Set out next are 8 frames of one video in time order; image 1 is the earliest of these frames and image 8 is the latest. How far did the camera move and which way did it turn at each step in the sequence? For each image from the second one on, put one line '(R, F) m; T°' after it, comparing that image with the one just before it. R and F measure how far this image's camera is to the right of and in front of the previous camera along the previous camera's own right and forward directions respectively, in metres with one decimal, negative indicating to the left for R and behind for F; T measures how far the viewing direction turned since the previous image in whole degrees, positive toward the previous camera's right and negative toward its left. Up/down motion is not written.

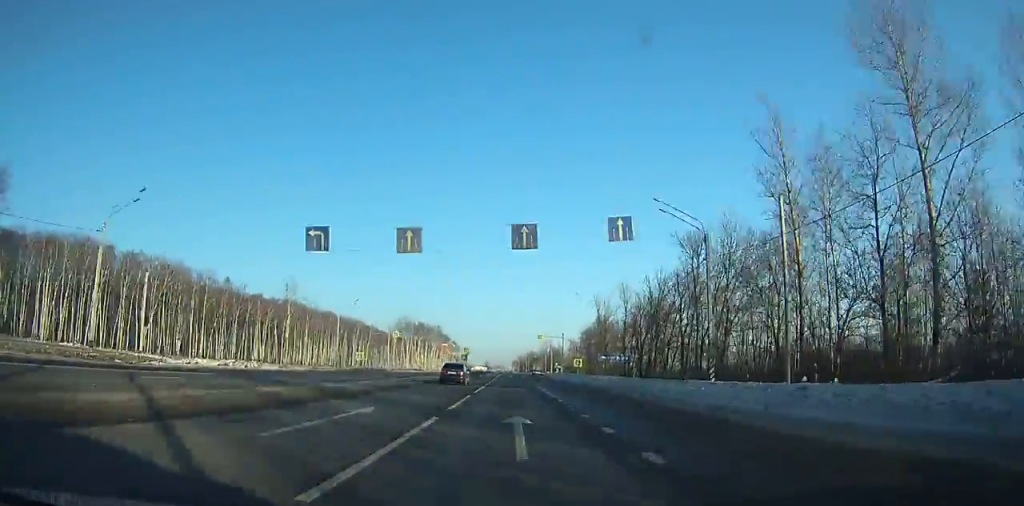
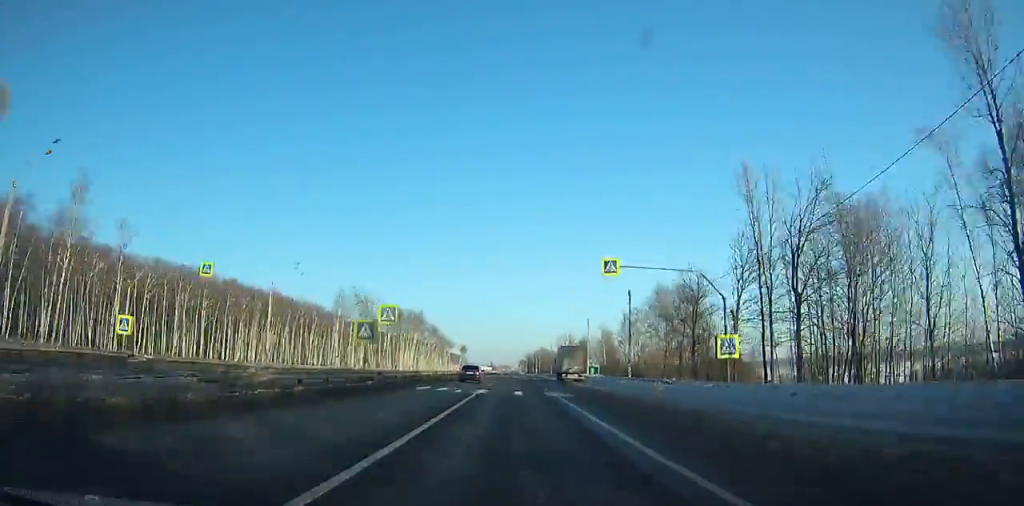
(-0.5, +68.6) m; 0°
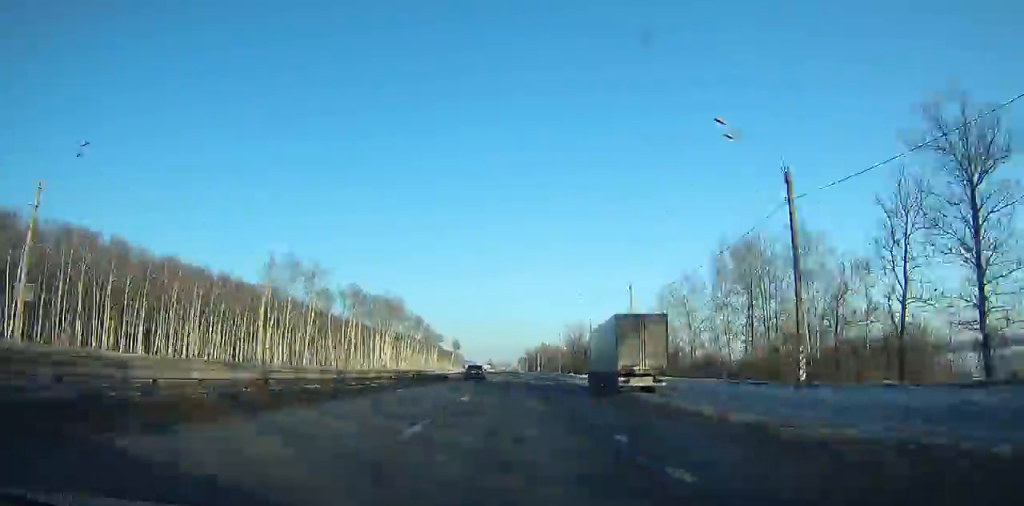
(+0.2, +34.0) m; 0°
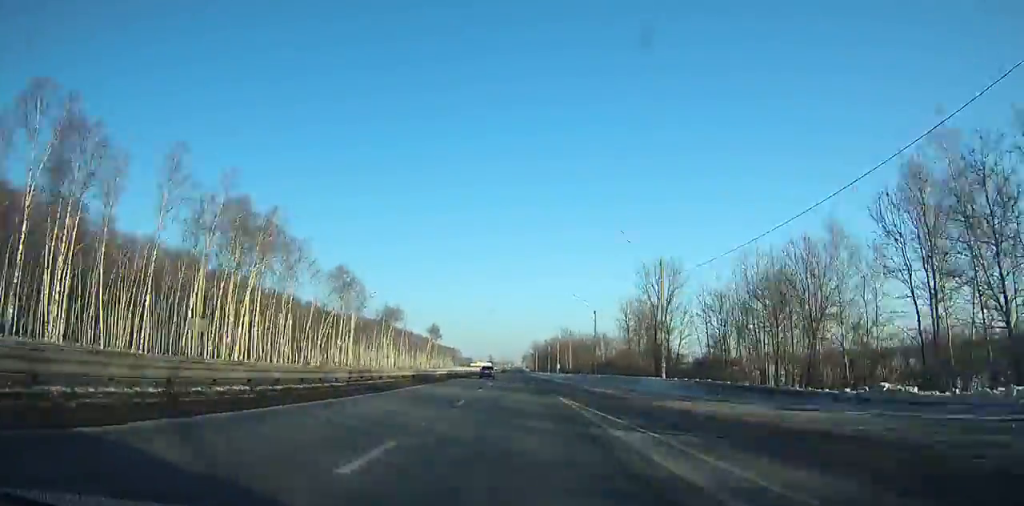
(+0.2, +87.3) m; 0°
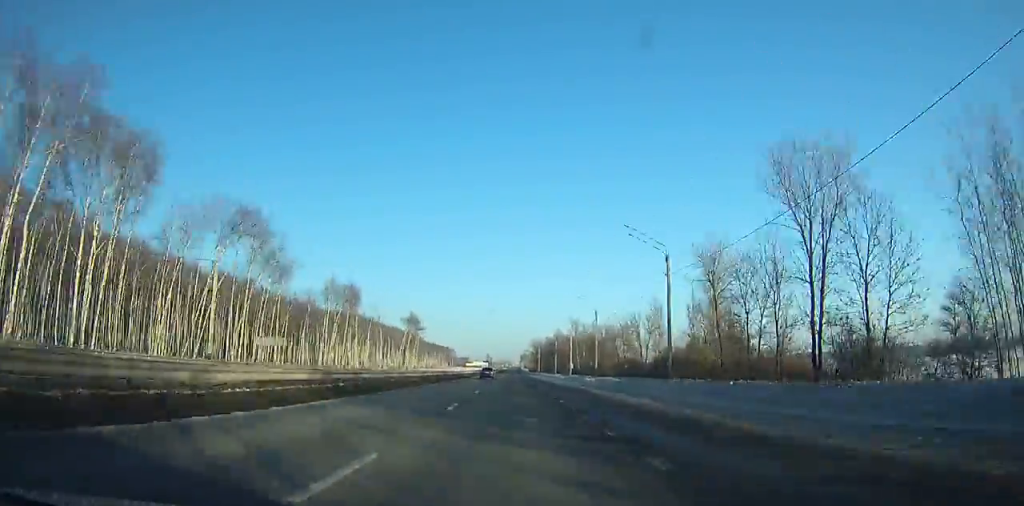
(0.0, +35.0) m; 0°
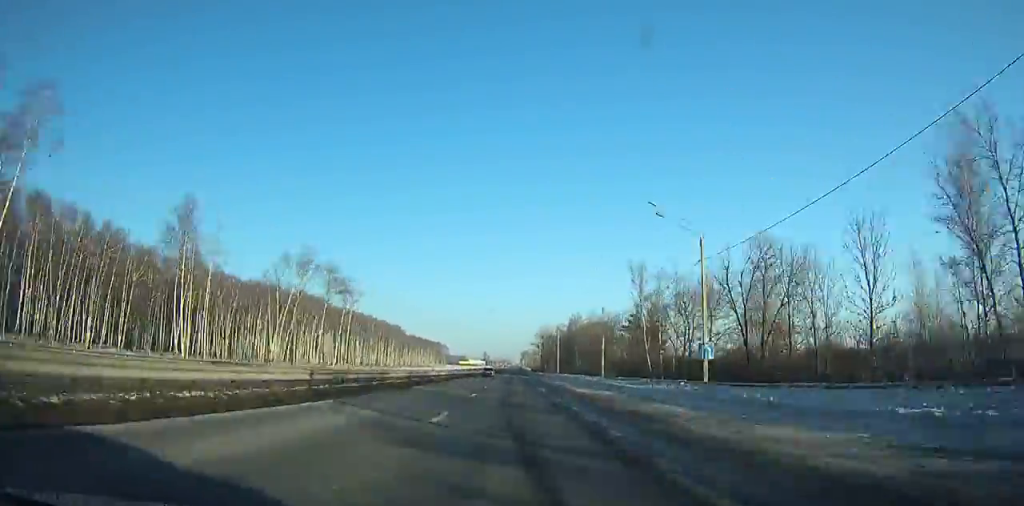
(-0.1, +71.2) m; 0°
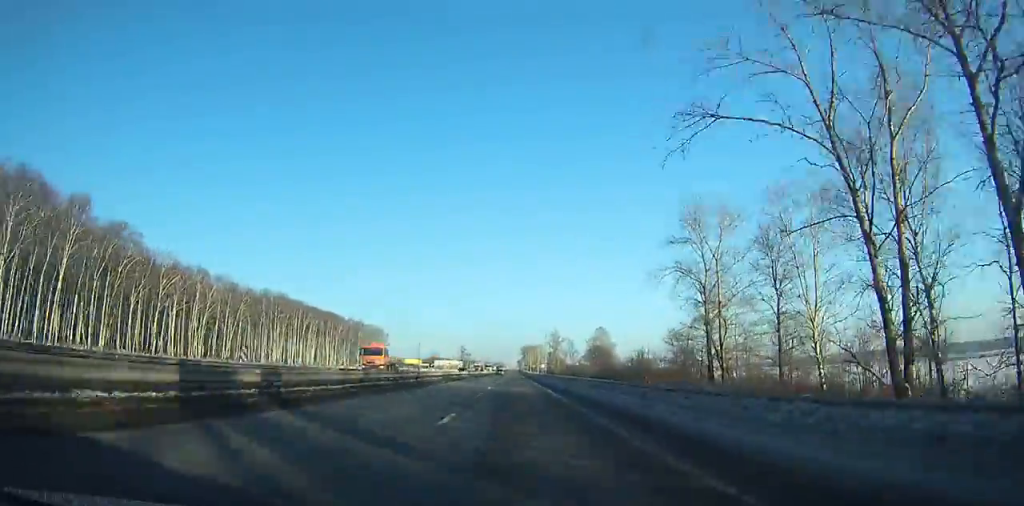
(+0.9, +253.6) m; 0°
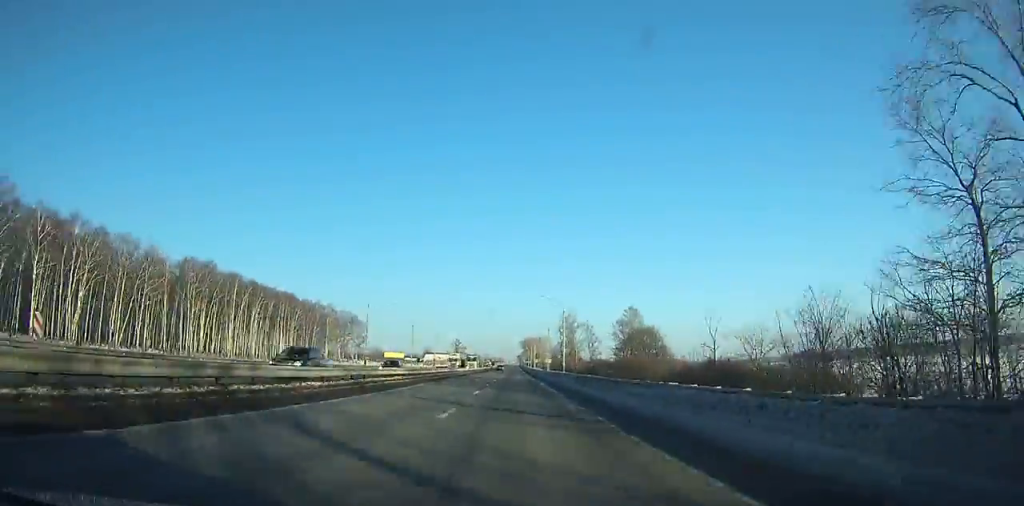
(0.0, +46.7) m; 0°
